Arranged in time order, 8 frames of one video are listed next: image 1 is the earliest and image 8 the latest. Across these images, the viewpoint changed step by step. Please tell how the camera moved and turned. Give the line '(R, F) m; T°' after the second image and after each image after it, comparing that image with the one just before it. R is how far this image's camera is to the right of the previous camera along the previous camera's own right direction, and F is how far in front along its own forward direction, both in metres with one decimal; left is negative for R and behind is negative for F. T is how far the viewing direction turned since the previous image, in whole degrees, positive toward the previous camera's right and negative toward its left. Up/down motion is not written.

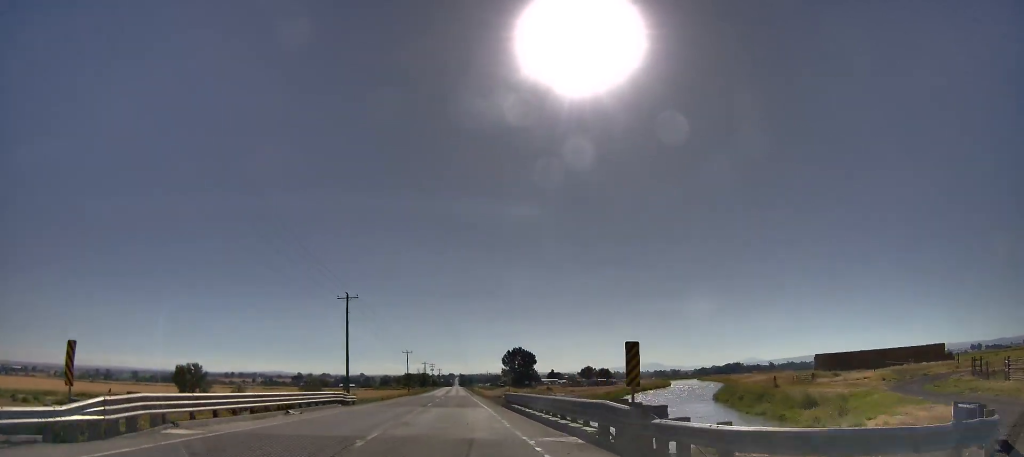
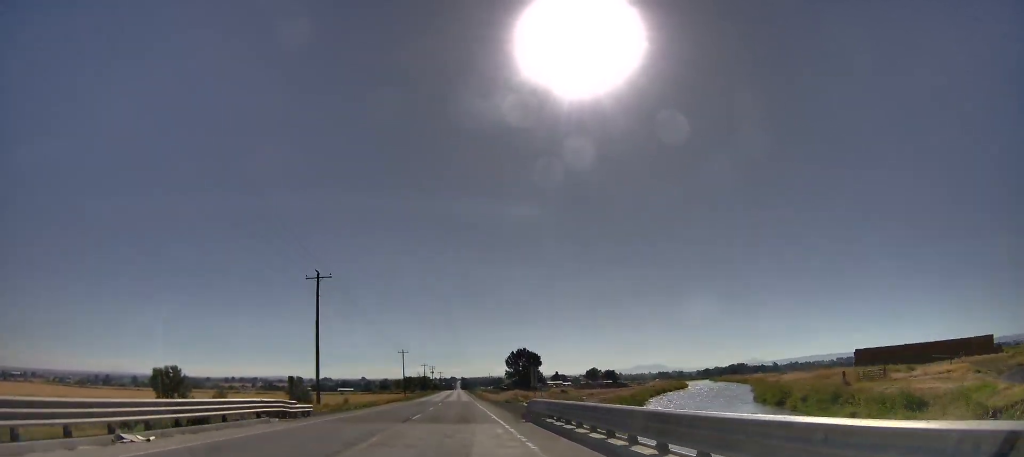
(-0.6, +14.4) m; +1°
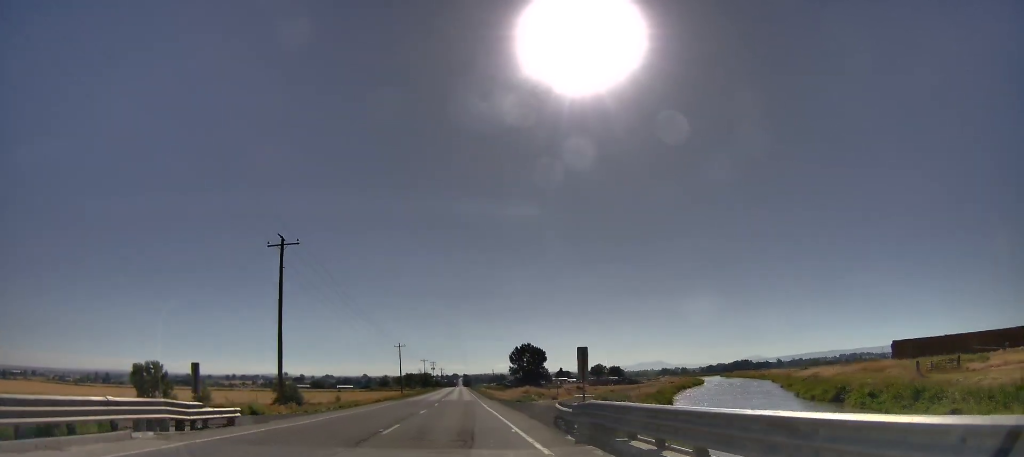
(-0.5, +11.4) m; +1°
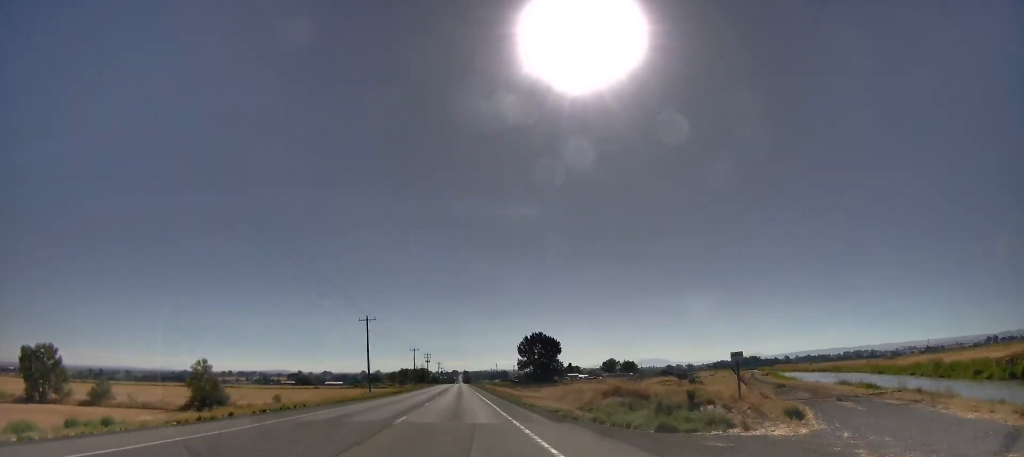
(-0.1, +43.3) m; 0°
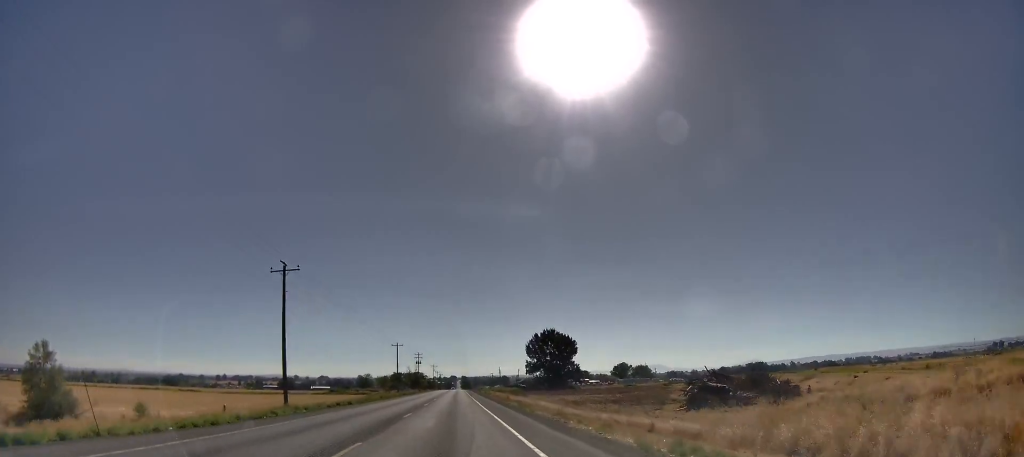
(+0.7, +38.6) m; 0°
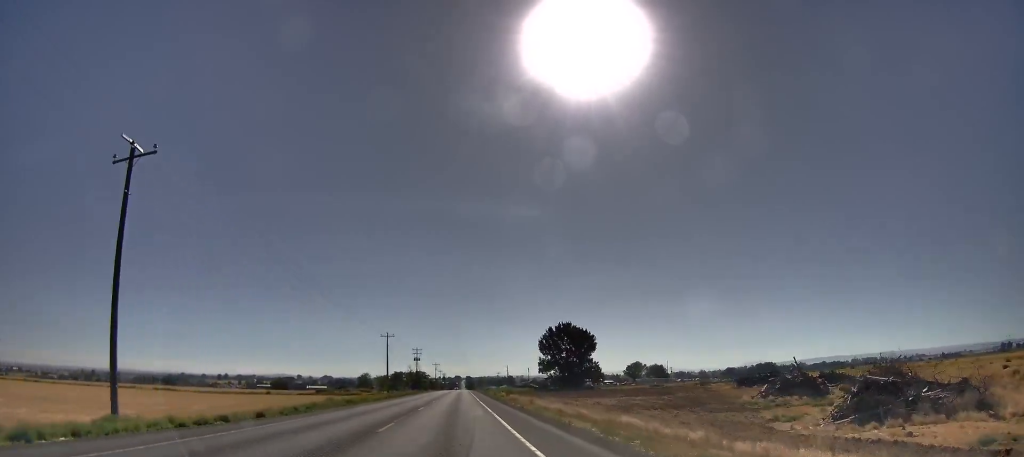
(+0.9, +23.6) m; +2°
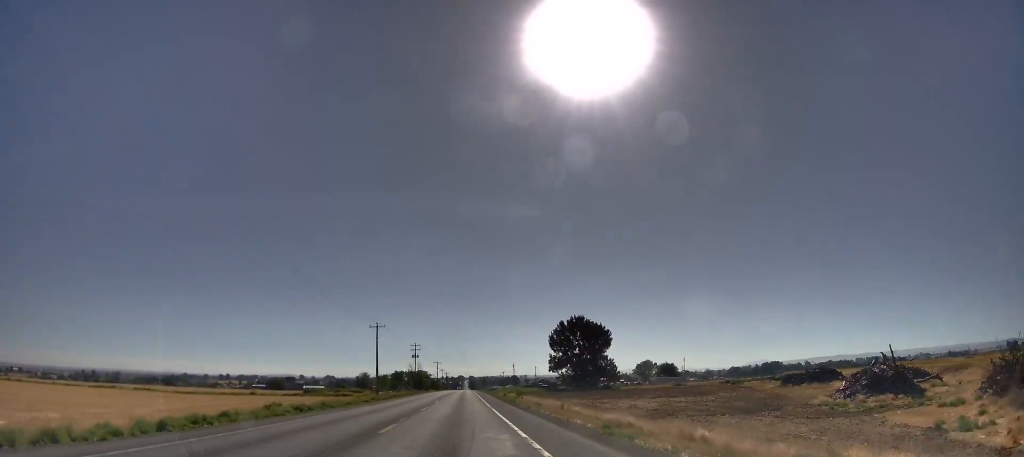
(0.0, +16.0) m; 0°
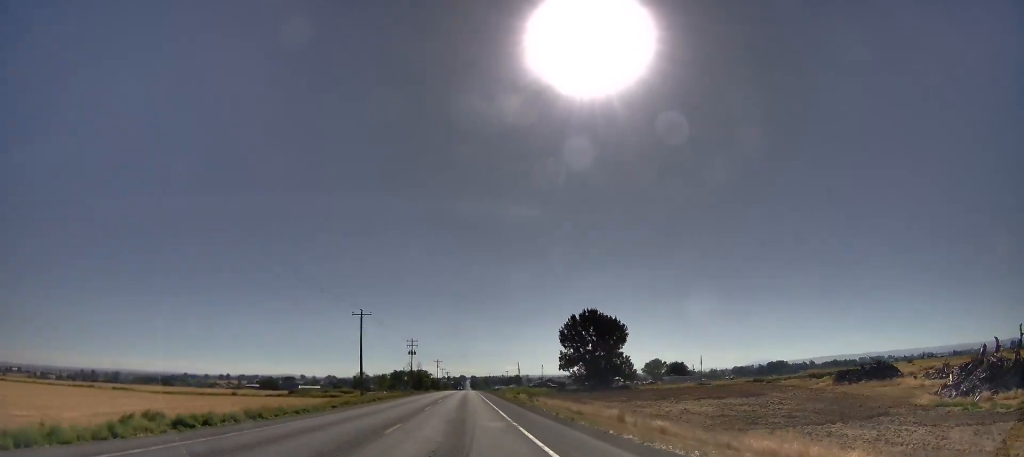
(-0.5, +15.2) m; -1°
